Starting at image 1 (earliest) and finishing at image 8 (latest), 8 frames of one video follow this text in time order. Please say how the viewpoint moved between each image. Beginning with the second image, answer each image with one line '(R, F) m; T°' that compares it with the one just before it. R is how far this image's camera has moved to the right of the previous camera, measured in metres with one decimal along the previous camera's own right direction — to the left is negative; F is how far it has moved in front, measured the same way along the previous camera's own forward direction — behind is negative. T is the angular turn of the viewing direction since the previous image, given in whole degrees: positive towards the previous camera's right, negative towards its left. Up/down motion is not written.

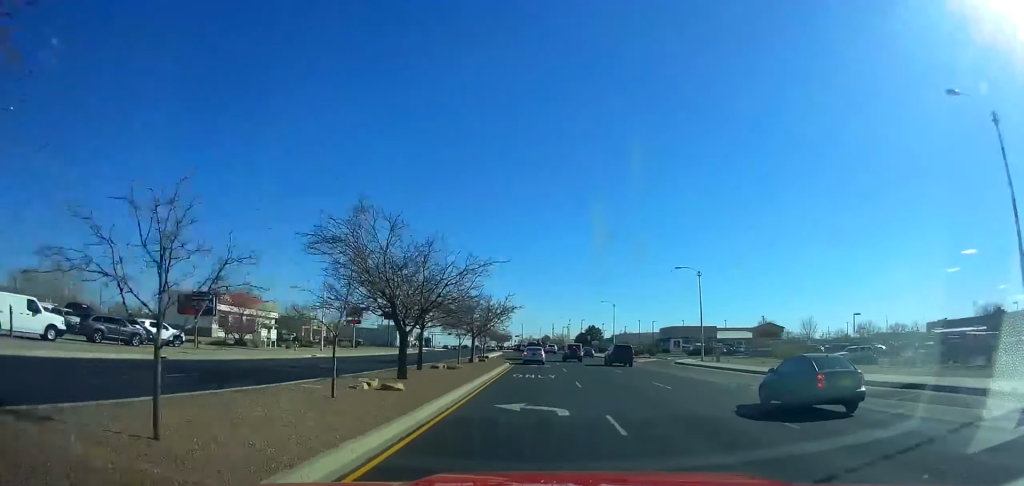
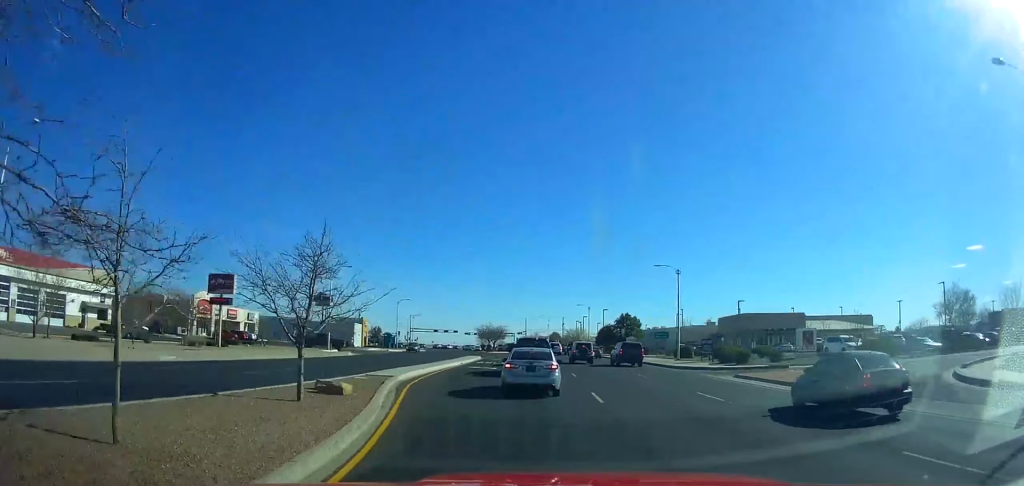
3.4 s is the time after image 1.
(-0.3, +37.3) m; -1°
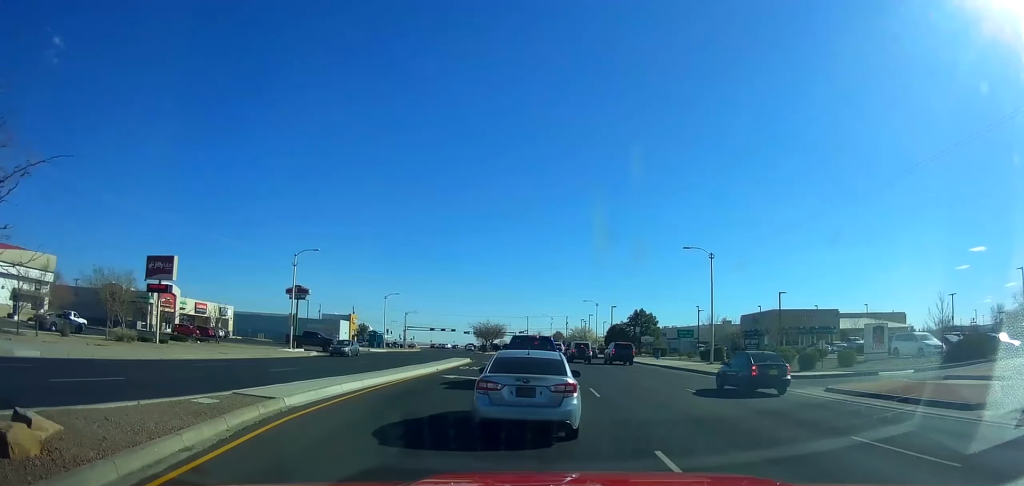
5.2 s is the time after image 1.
(0.0, +13.5) m; 0°
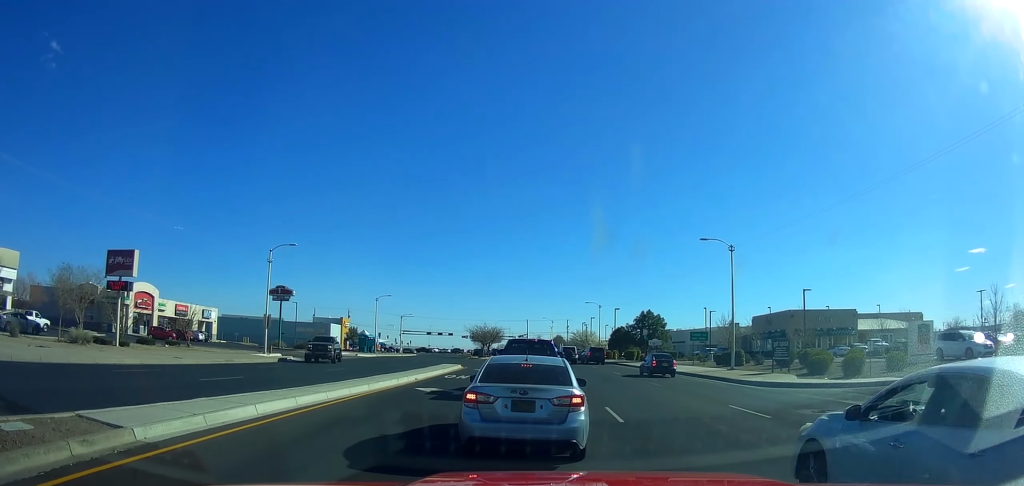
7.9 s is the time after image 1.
(0.0, +12.2) m; 0°
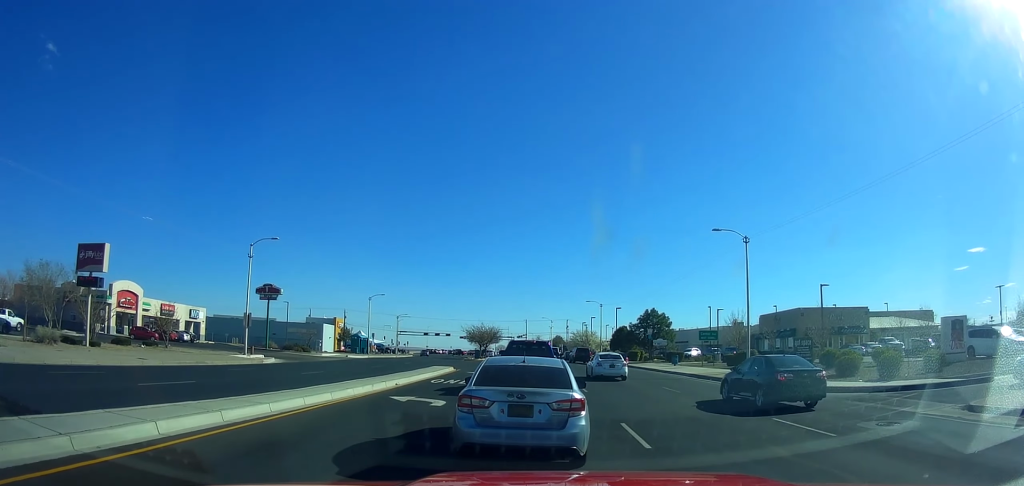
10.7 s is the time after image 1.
(0.0, +8.0) m; -2°
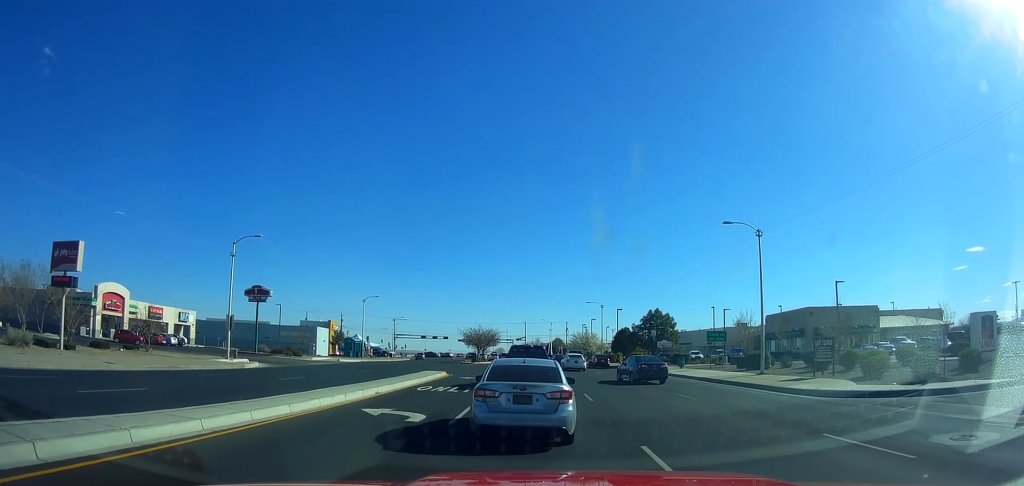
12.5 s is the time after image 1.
(-0.2, +6.0) m; -1°
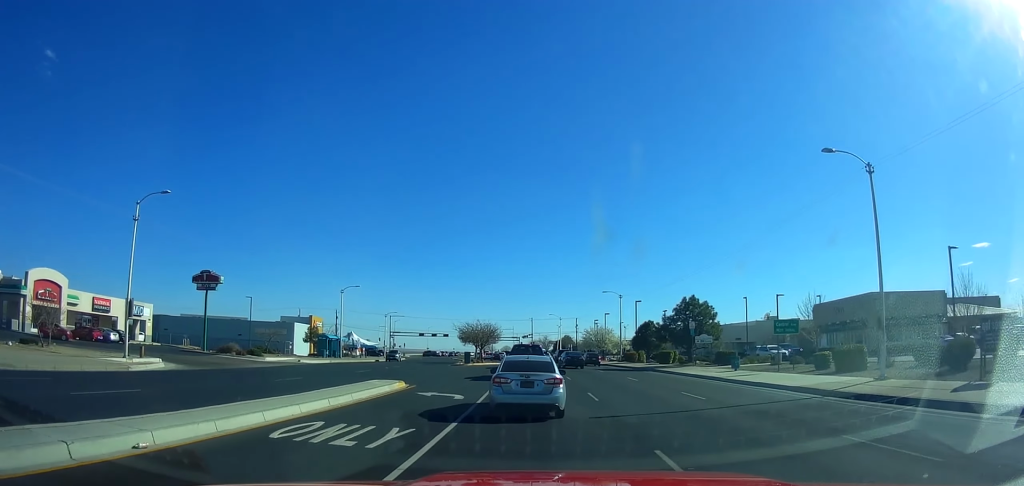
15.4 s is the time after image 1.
(-0.1, +12.7) m; +1°
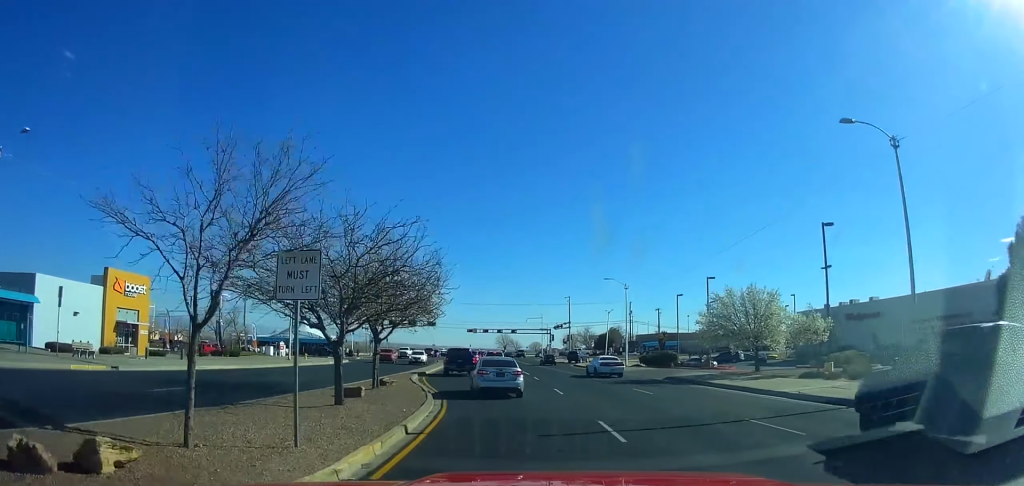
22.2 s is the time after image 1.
(-0.8, +47.4) m; -5°
